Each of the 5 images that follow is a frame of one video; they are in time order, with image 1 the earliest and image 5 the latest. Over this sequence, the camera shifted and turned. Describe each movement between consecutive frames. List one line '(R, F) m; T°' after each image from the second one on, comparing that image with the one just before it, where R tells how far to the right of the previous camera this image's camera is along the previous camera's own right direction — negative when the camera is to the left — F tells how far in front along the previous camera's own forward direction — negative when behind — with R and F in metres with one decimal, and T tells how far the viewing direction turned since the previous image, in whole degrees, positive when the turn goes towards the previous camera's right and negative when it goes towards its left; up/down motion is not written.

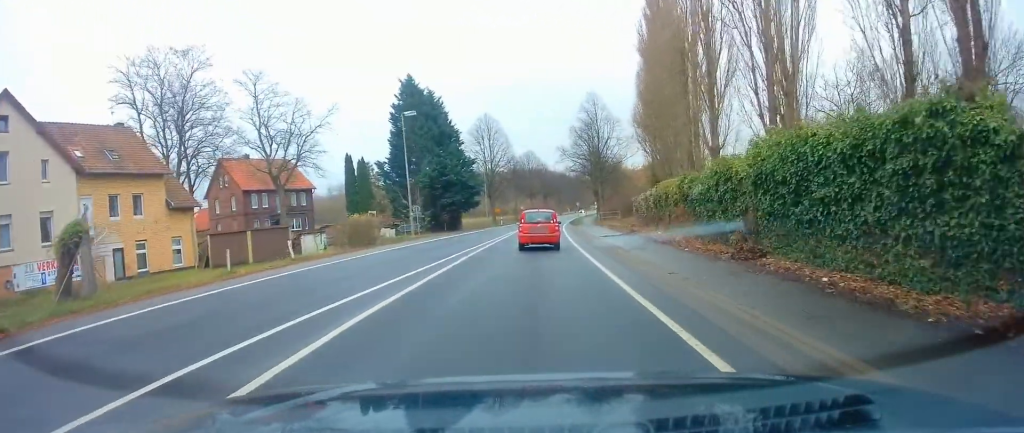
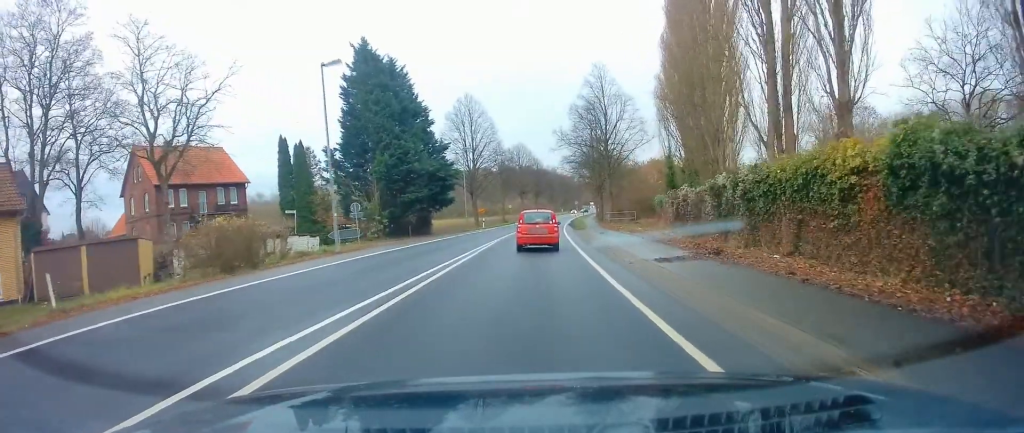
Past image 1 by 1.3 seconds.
(+0.2, +15.7) m; +2°
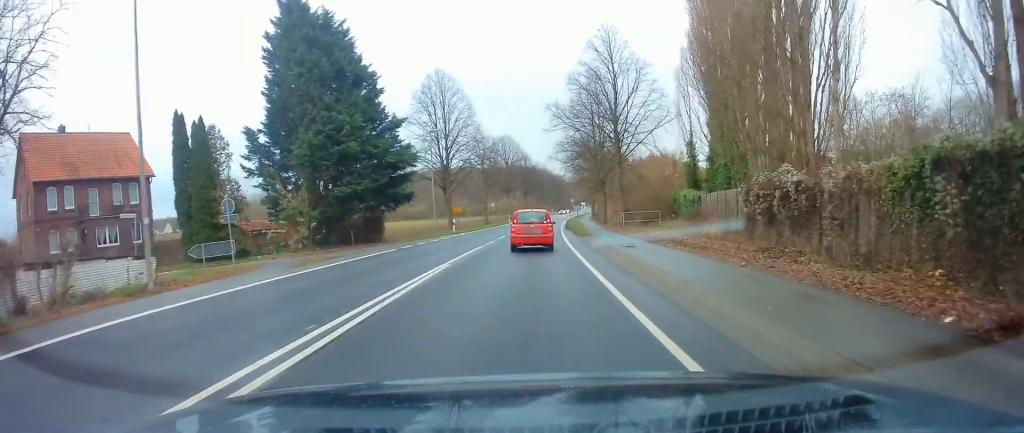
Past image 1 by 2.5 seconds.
(+0.1, +14.7) m; +1°
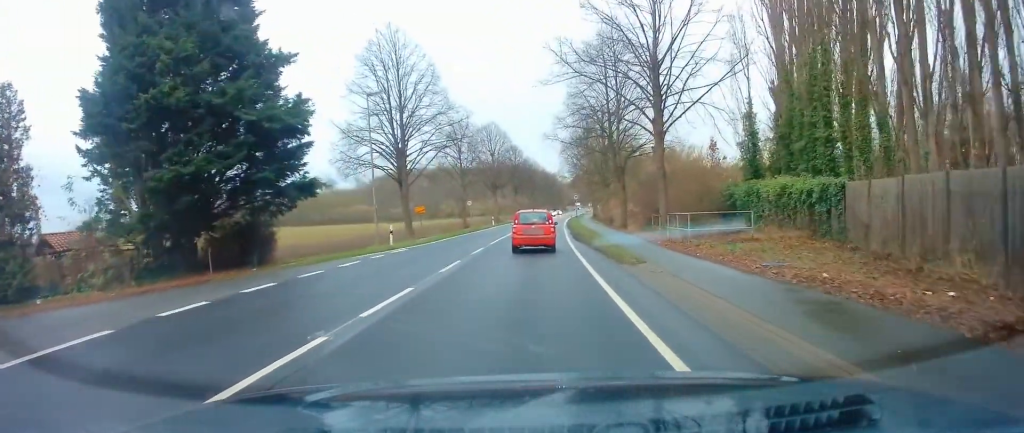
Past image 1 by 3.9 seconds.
(0.0, +18.2) m; -1°
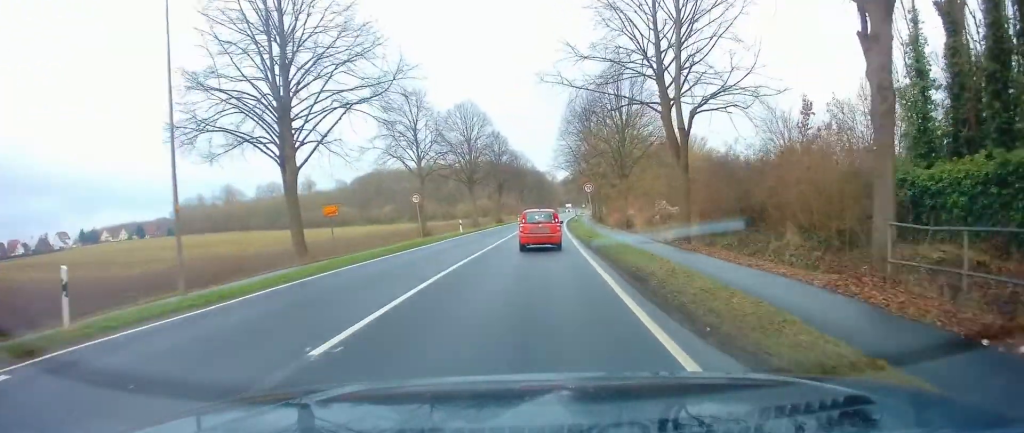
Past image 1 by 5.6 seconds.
(0.0, +20.5) m; +1°
